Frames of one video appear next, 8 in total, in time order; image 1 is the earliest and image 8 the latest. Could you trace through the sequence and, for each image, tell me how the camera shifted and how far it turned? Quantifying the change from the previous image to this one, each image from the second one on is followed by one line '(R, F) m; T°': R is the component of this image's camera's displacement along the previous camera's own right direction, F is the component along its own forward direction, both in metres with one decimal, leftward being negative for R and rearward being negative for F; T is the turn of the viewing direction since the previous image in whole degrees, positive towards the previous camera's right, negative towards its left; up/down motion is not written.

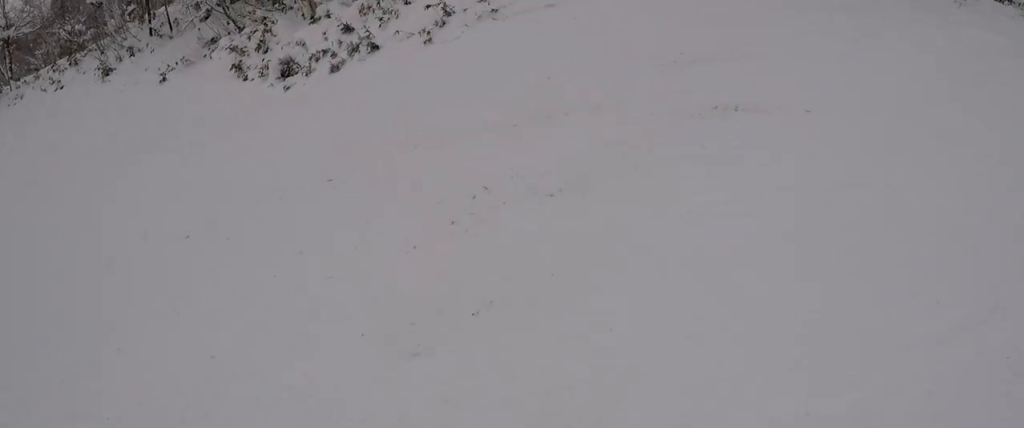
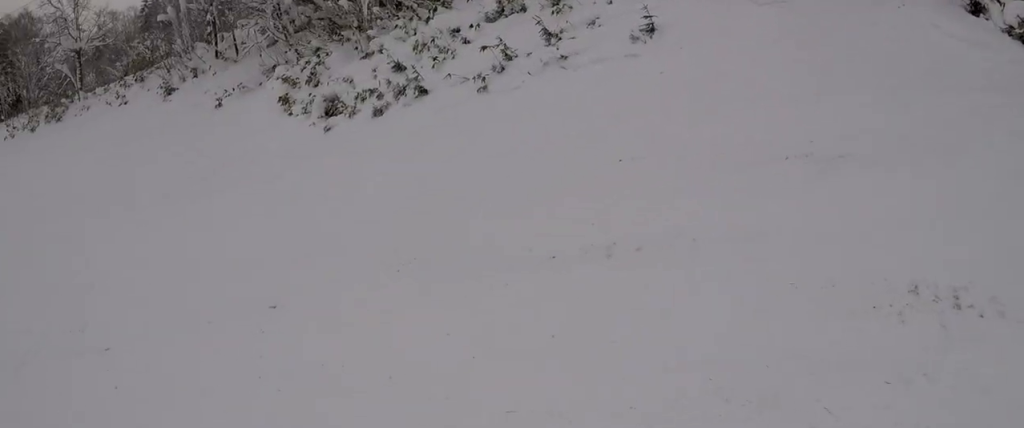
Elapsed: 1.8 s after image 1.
(-0.6, +3.1) m; -31°
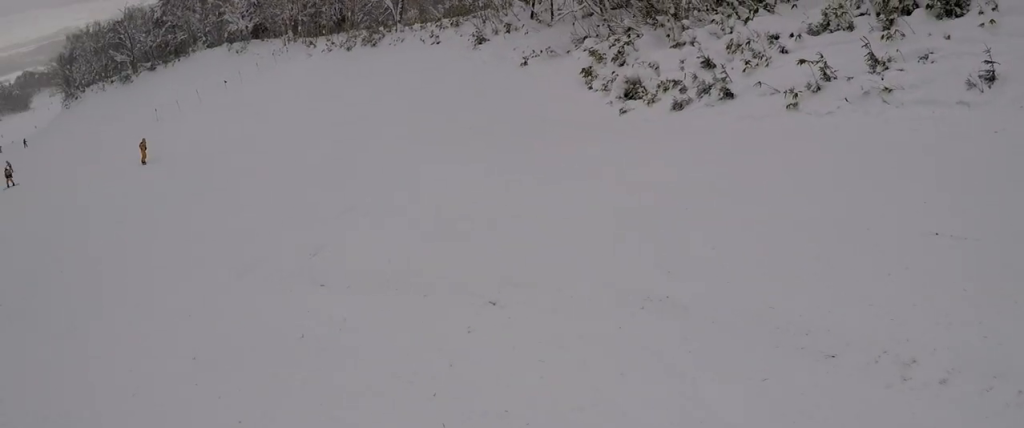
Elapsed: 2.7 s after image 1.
(-0.4, +2.0) m; -21°
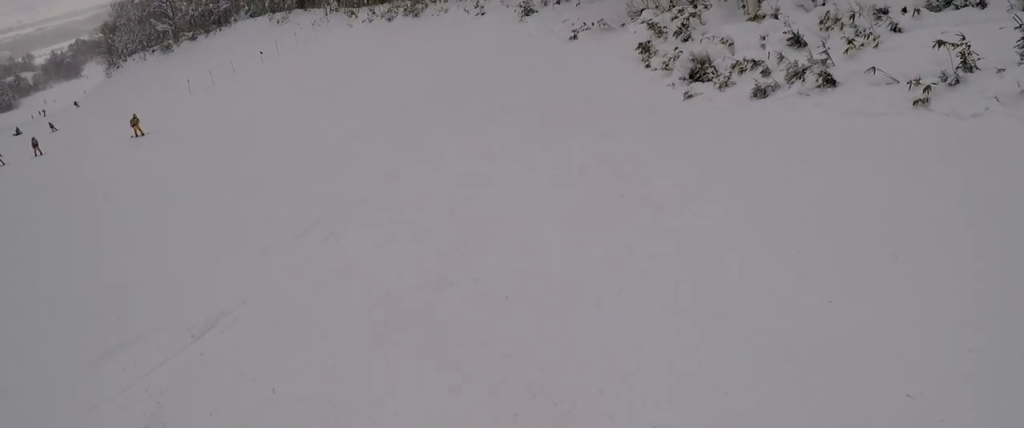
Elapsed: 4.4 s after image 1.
(-1.8, +5.7) m; -30°
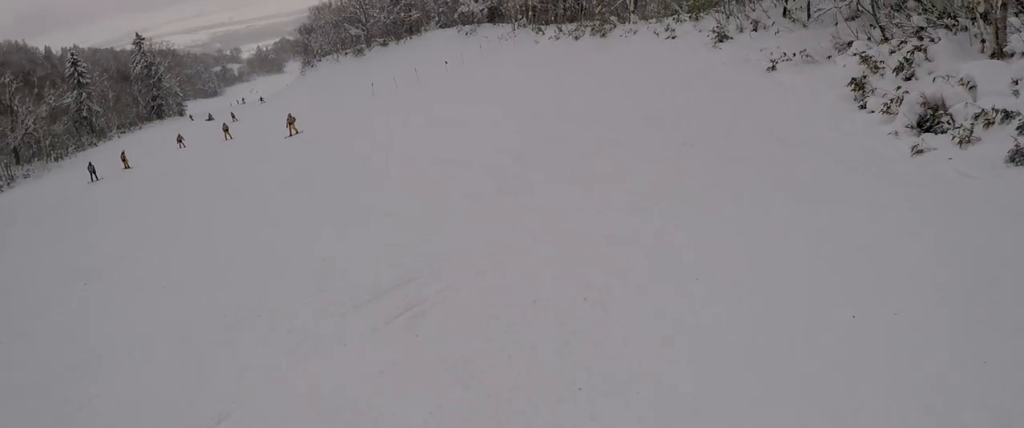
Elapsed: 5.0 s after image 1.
(0.0, +3.2) m; -12°
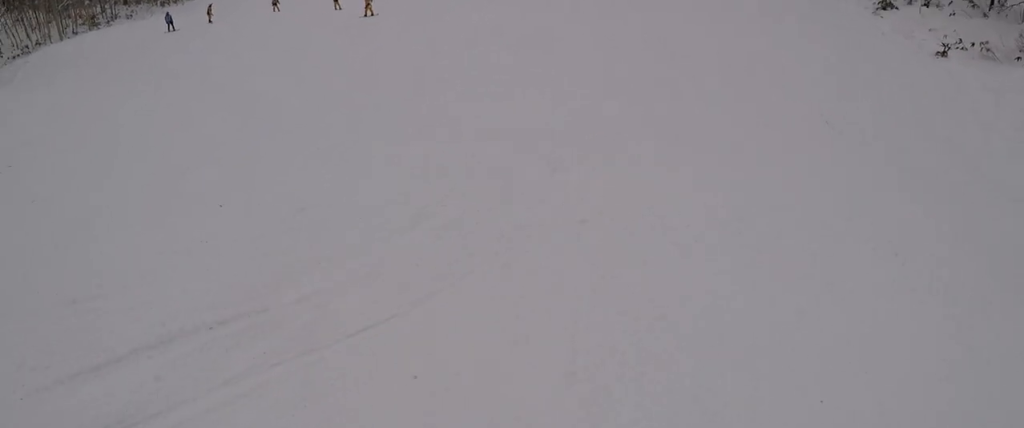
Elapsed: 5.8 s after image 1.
(-0.7, +4.6) m; -17°
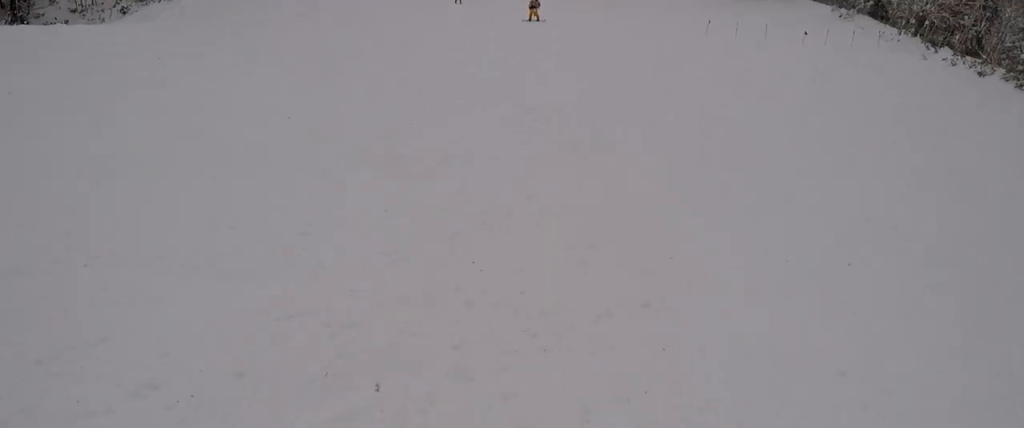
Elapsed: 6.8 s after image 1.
(-1.5, +7.2) m; -21°
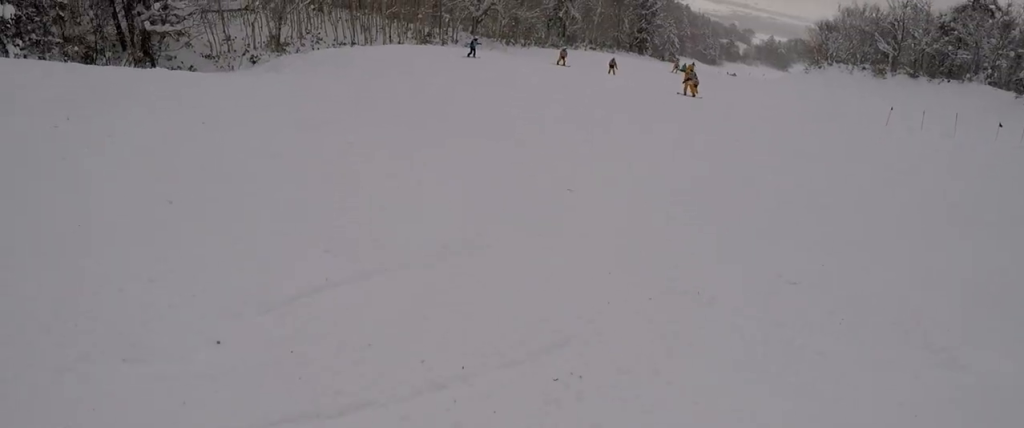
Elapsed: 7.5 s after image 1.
(-0.7, +5.6) m; -7°
